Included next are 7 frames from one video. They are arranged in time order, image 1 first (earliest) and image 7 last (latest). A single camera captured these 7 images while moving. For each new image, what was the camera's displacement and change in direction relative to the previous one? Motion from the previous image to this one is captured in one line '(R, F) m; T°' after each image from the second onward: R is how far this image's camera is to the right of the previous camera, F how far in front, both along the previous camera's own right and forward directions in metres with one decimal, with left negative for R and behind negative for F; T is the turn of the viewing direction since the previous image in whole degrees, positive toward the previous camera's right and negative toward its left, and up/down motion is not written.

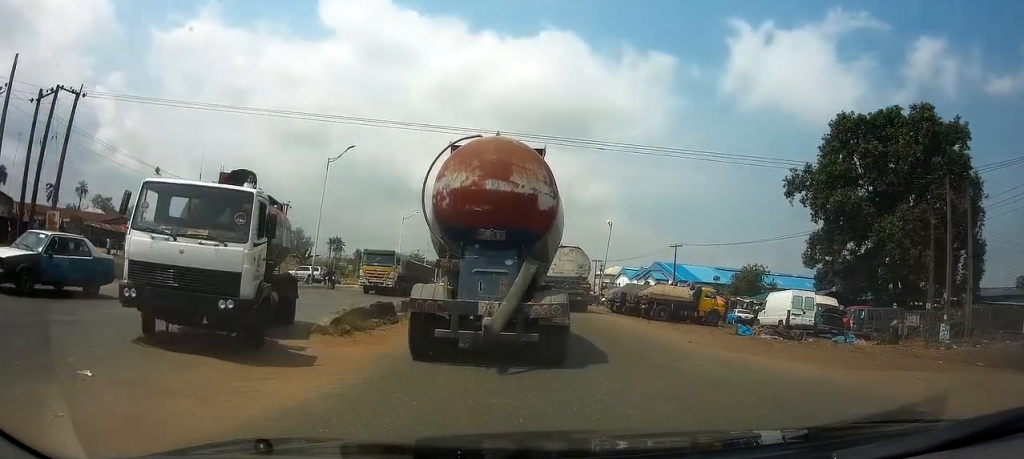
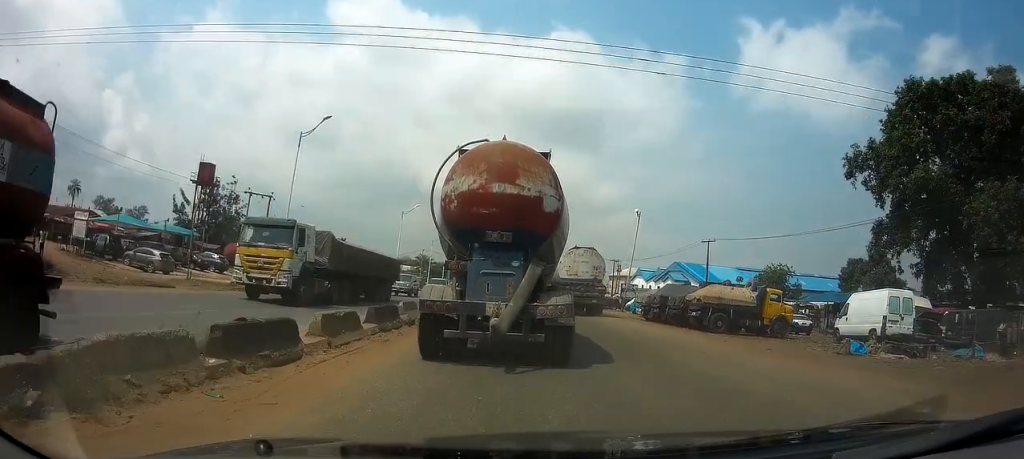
(-0.1, +8.7) m; -2°
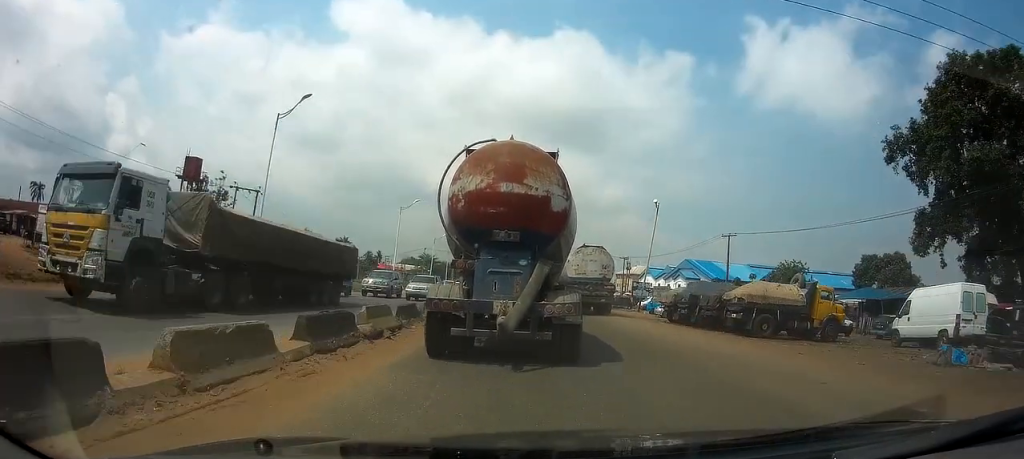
(-0.1, +4.9) m; 0°
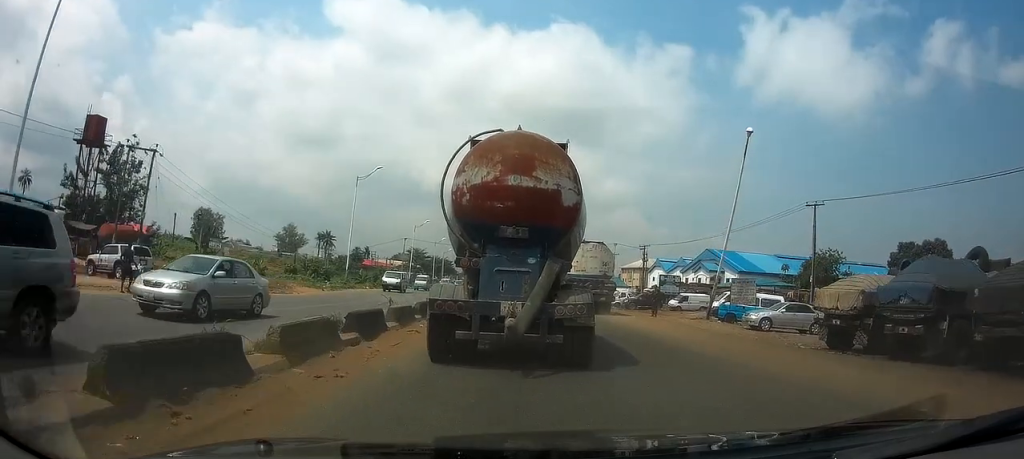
(+0.1, +18.8) m; 0°
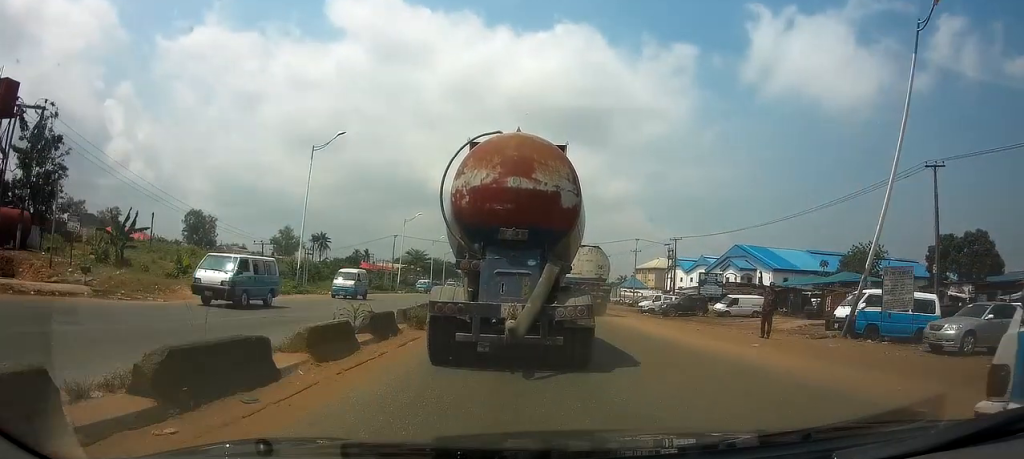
(+0.1, +13.8) m; 0°
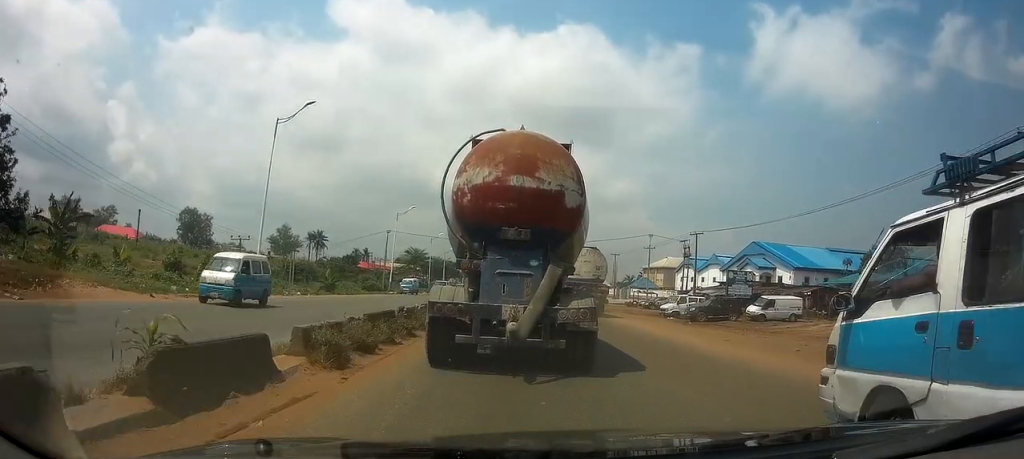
(0.0, +7.3) m; 0°
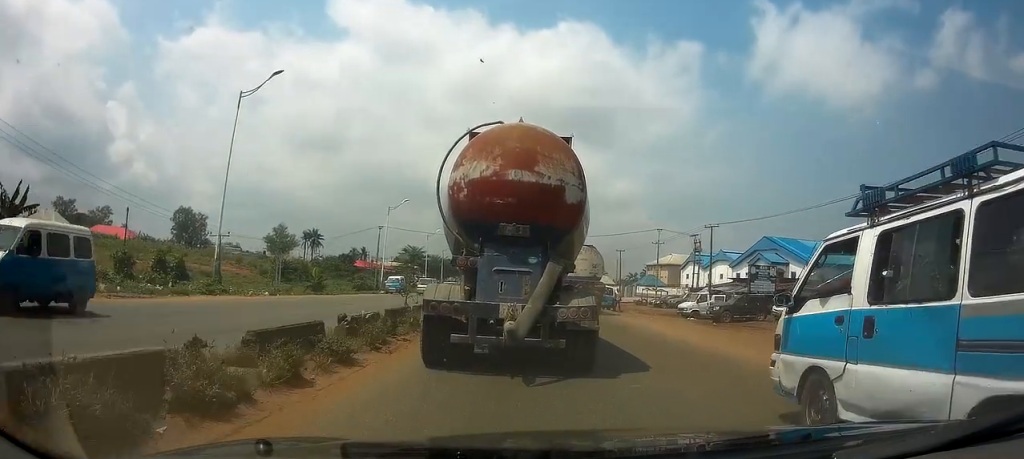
(0.0, +4.9) m; 0°
